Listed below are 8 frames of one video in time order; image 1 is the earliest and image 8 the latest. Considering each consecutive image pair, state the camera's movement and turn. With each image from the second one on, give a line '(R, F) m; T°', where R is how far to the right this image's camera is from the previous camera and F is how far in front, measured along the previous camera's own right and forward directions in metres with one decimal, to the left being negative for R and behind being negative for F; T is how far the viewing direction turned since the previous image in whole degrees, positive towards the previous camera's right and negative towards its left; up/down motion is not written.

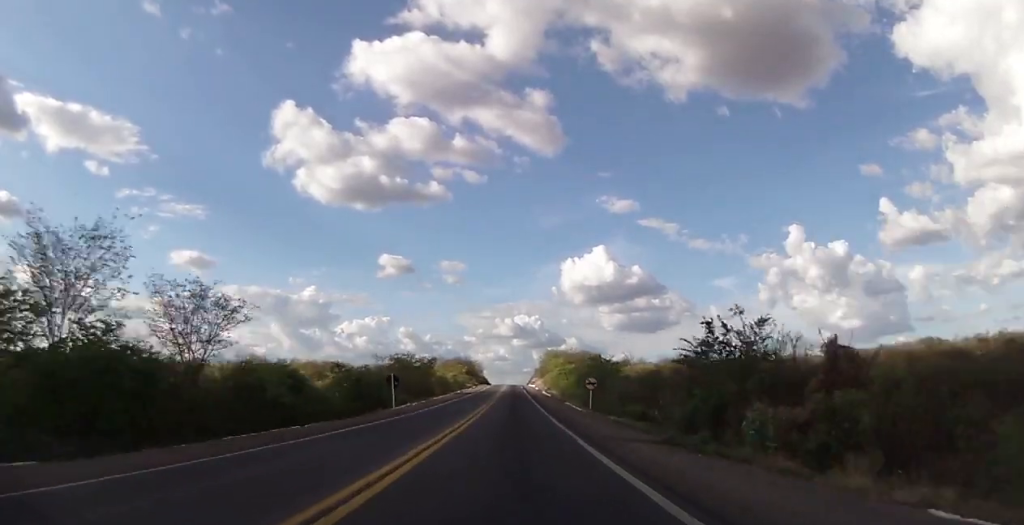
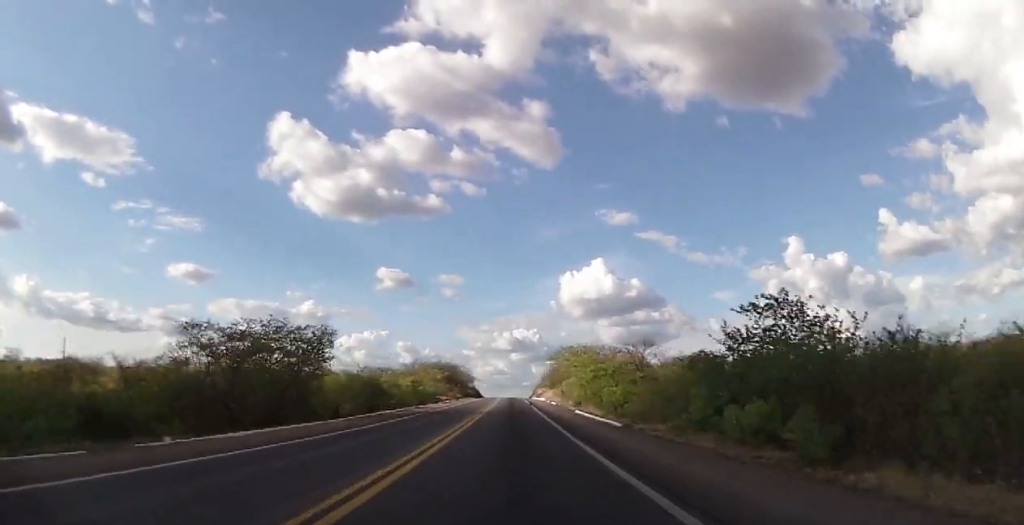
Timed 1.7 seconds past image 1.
(-0.3, +54.8) m; 0°
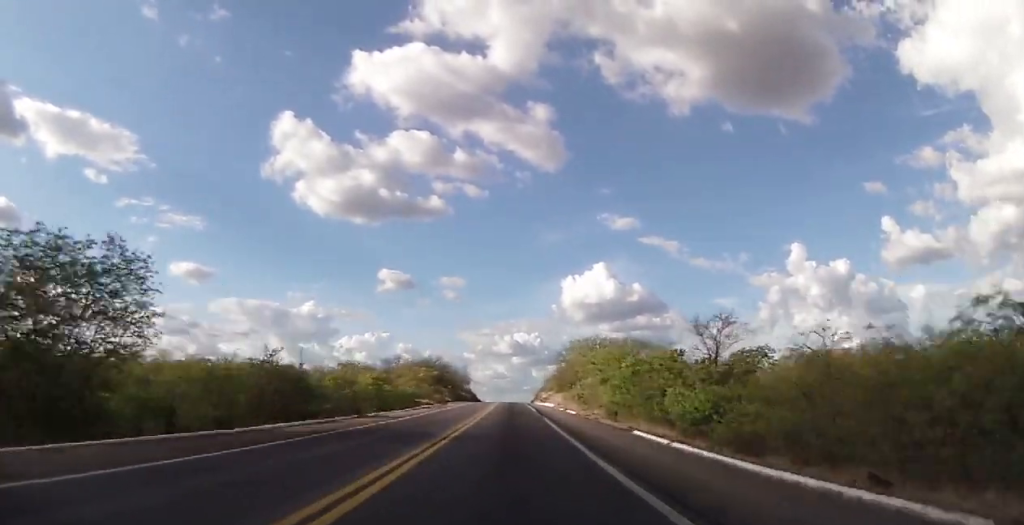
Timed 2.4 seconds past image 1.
(+0.3, +22.9) m; 0°
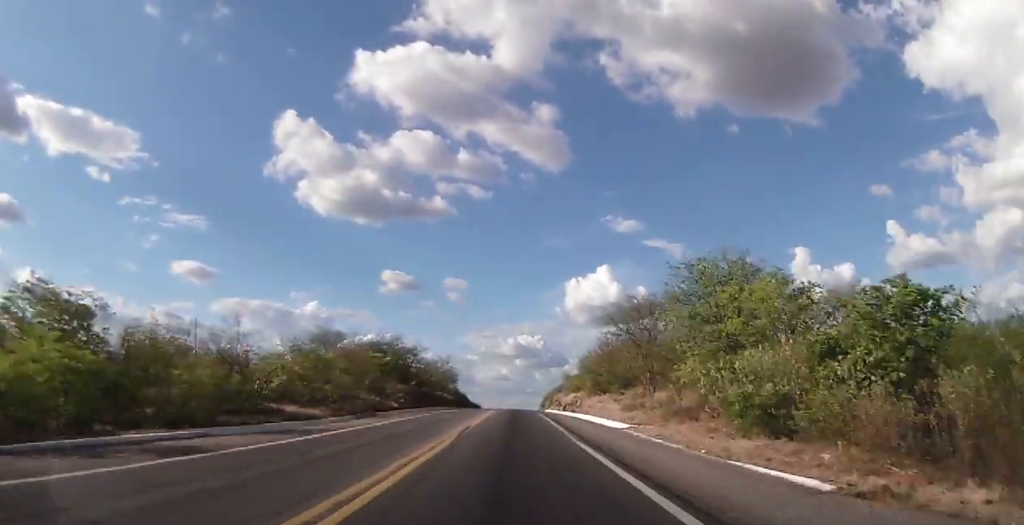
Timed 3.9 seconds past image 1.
(-0.4, +50.1) m; 0°
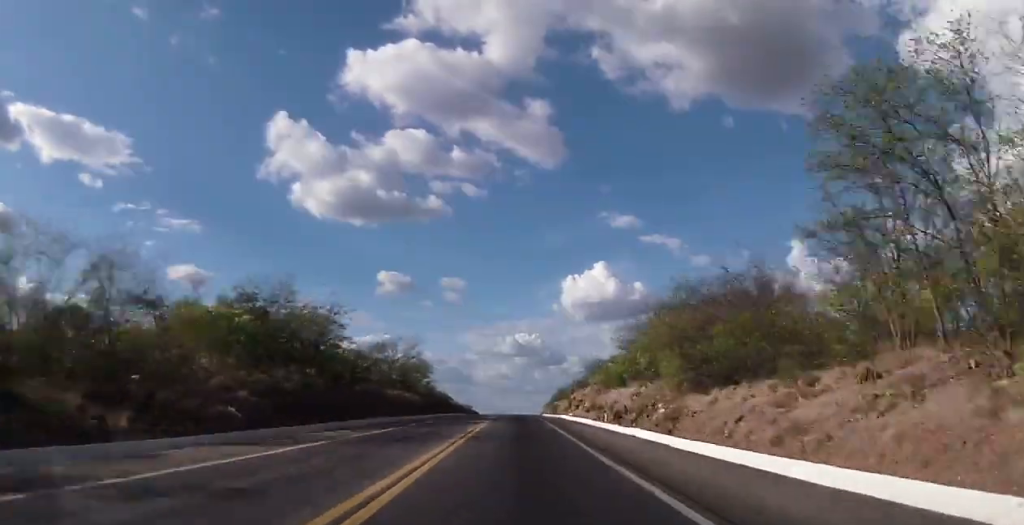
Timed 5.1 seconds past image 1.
(+0.1, +40.2) m; +1°
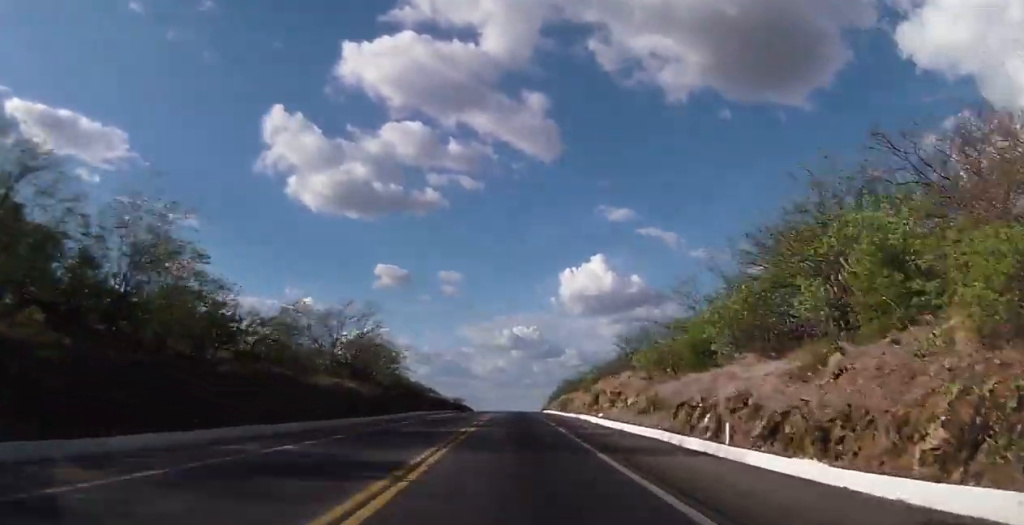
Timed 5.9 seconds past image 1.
(+0.2, +24.8) m; 0°
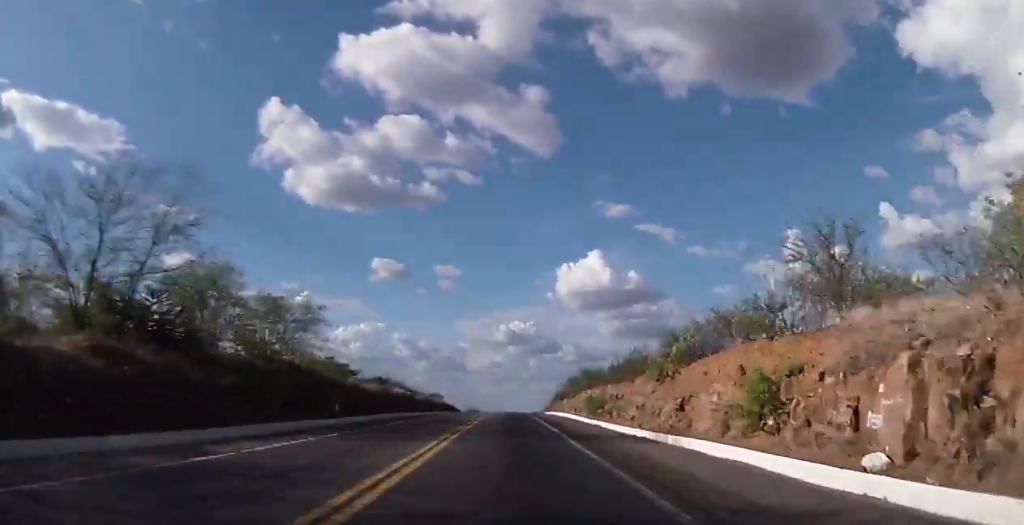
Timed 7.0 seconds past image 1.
(+0.1, +34.4) m; 0°
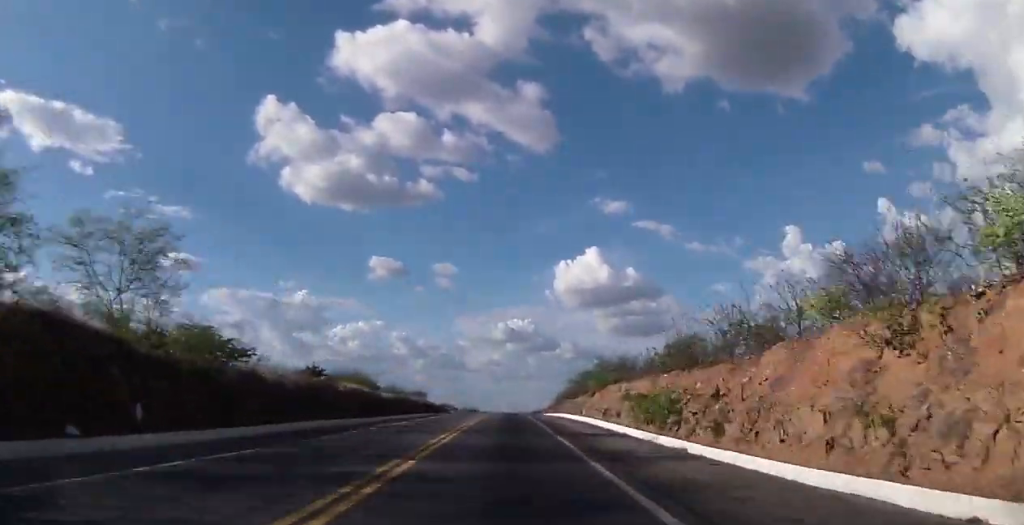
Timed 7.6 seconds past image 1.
(0.0, +20.3) m; 0°
